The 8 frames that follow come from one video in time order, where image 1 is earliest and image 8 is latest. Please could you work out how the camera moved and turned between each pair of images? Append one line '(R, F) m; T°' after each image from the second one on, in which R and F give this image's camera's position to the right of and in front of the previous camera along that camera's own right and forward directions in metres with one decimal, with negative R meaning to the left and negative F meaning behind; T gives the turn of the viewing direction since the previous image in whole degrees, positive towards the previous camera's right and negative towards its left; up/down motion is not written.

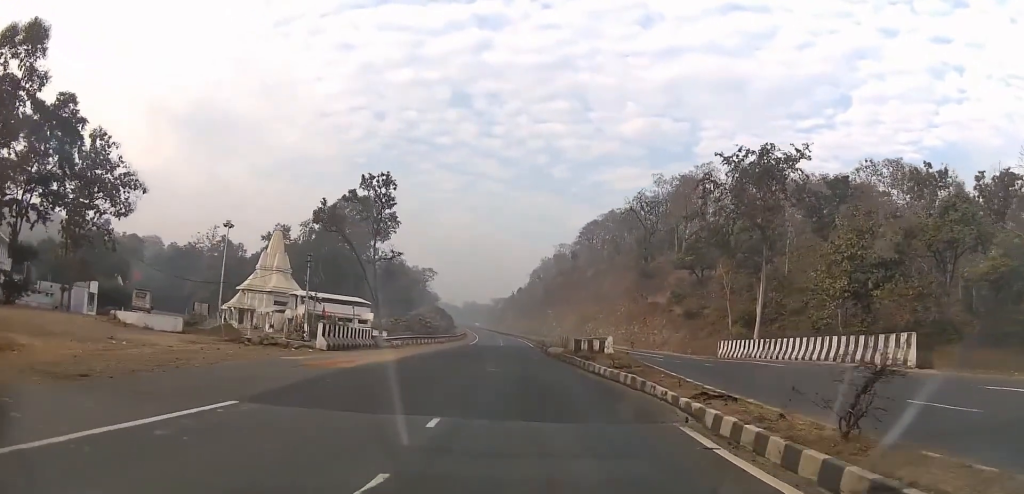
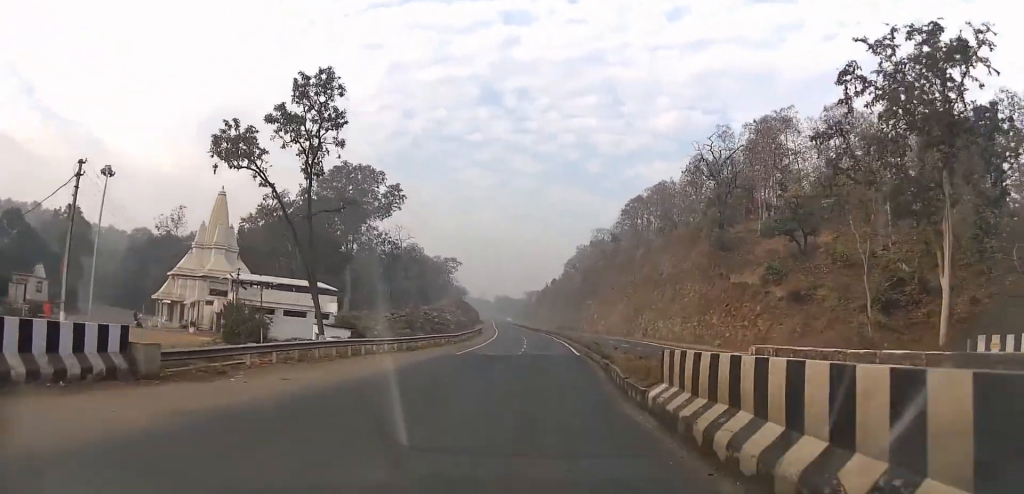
(-0.5, +32.1) m; -2°
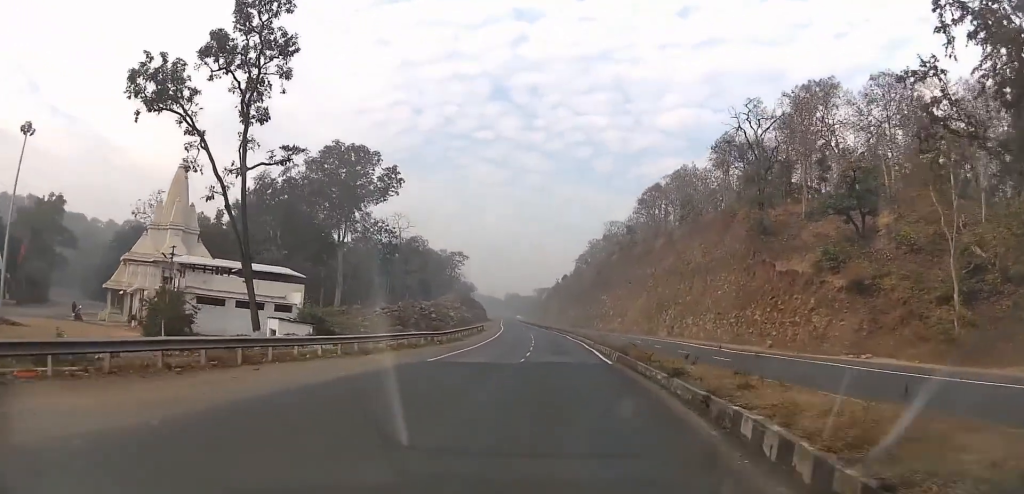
(-0.1, +13.4) m; -1°
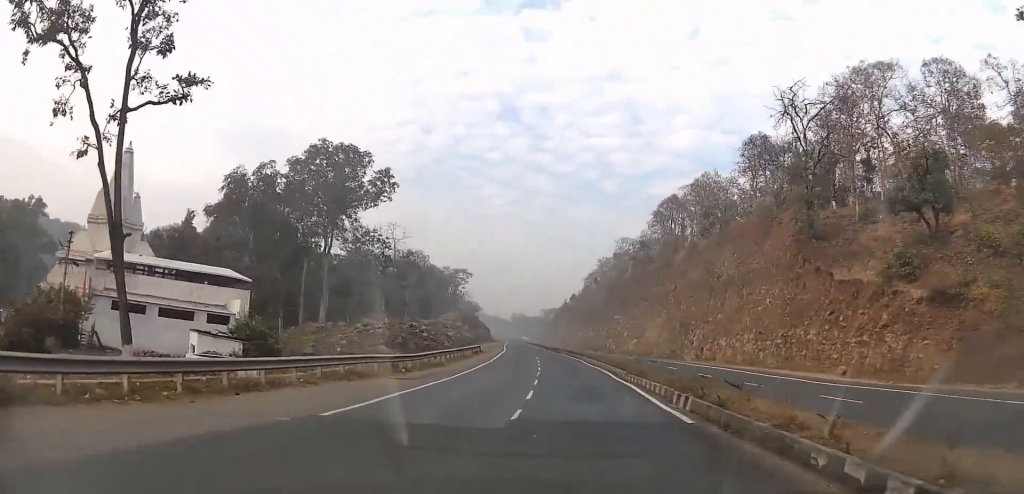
(0.0, +12.7) m; -1°
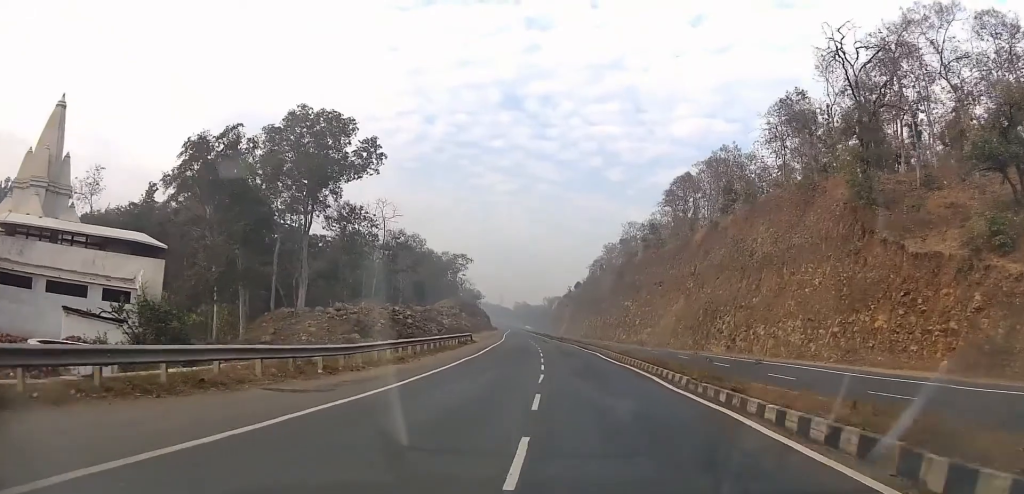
(-0.2, +12.0) m; -1°
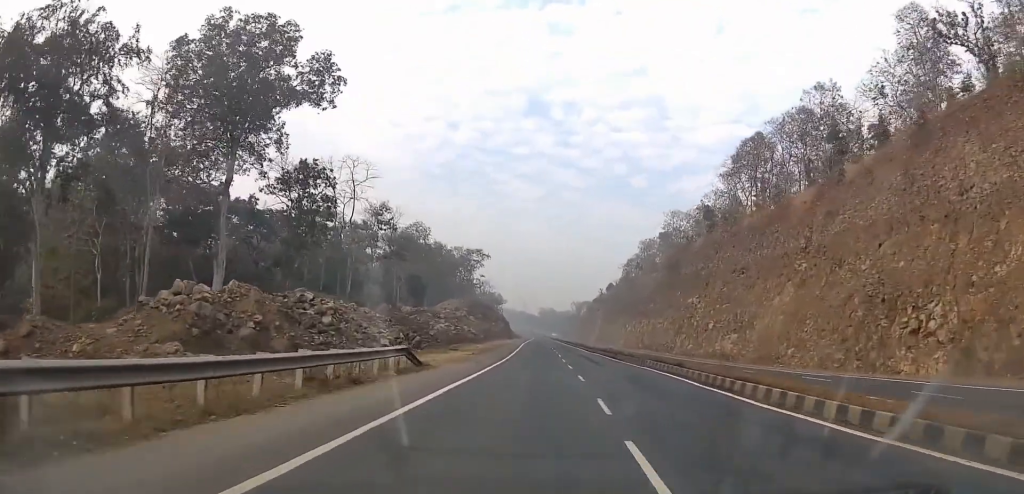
(-0.5, +36.3) m; -2°
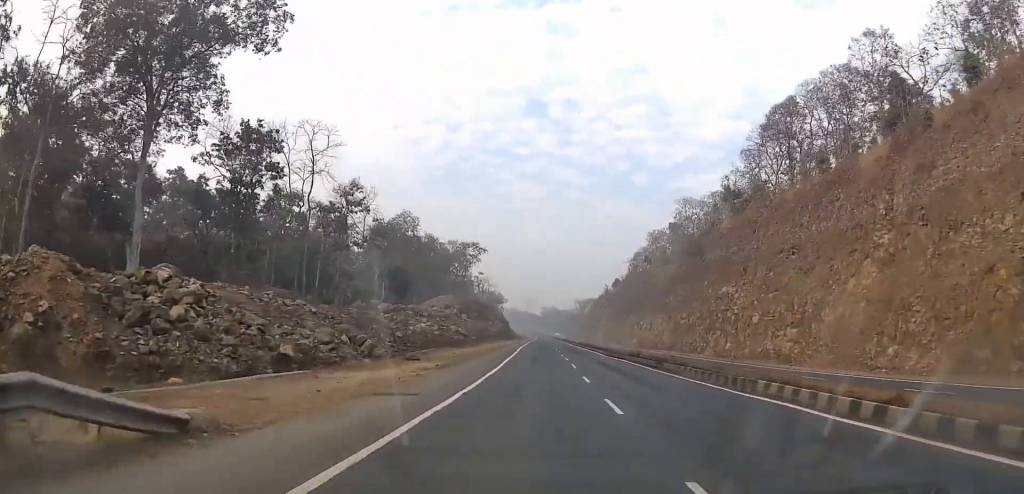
(-0.1, +16.3) m; -1°
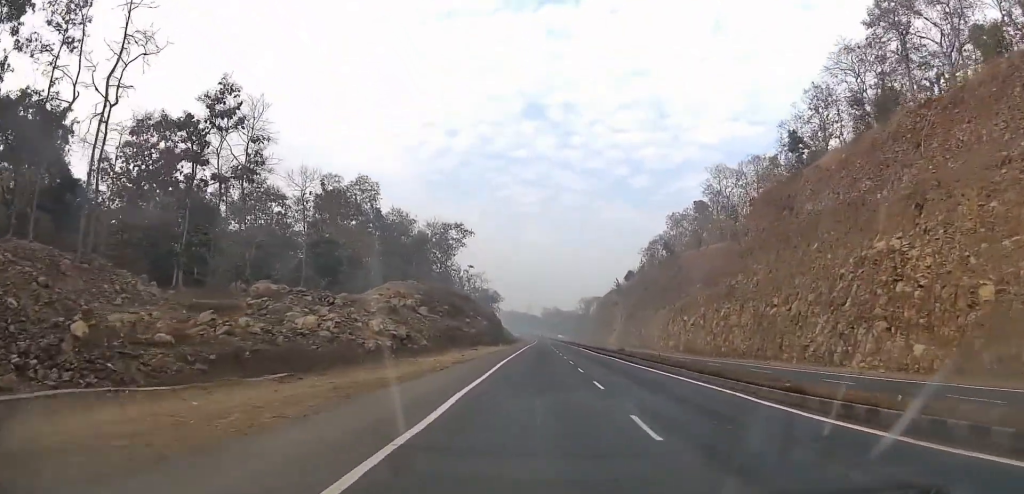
(-0.2, +38.6) m; 0°
